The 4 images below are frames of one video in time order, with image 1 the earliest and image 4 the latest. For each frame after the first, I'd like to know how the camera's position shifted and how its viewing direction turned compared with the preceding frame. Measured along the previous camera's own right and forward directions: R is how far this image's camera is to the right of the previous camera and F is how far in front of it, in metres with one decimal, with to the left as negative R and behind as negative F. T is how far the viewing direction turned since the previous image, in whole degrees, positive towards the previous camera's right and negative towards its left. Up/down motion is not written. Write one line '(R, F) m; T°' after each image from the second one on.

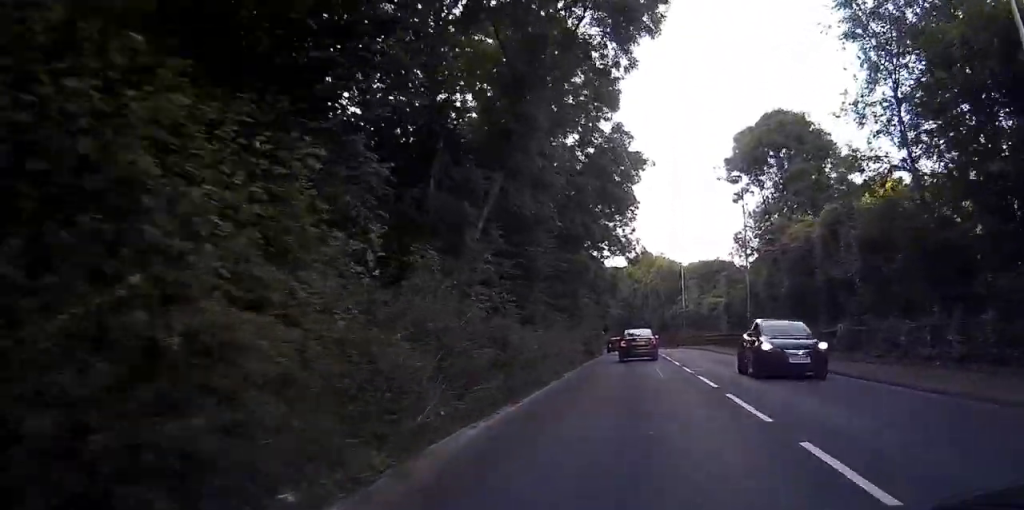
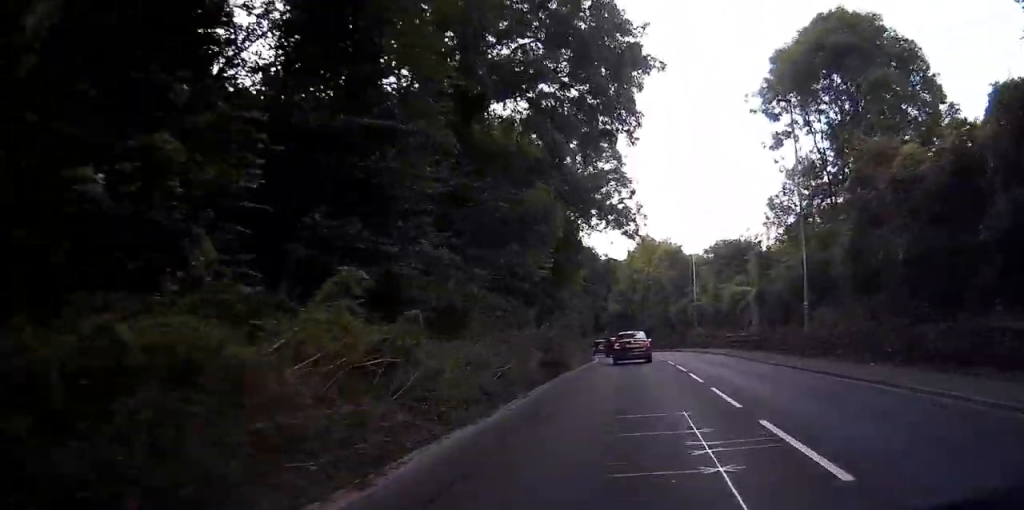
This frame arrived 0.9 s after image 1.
(-0.1, +16.0) m; 0°
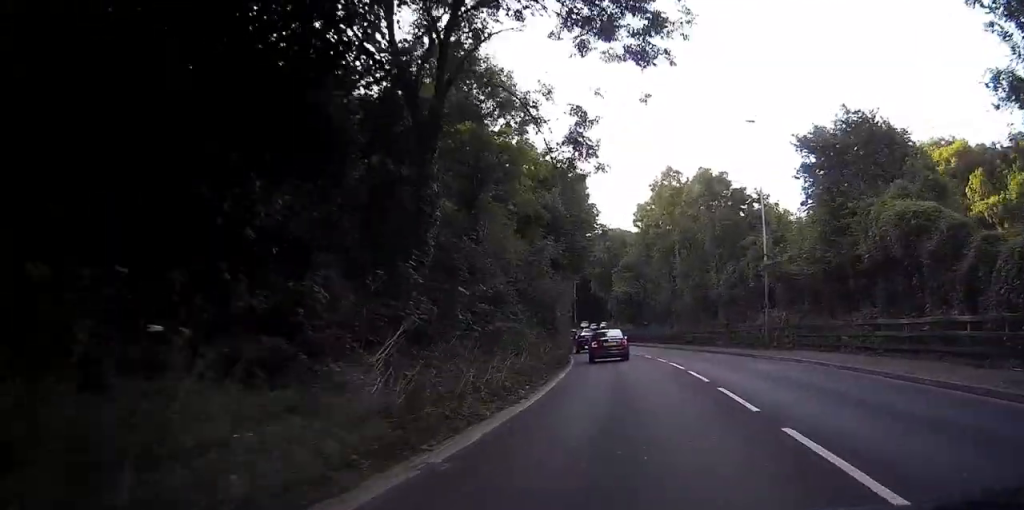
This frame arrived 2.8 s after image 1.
(+0.1, +31.1) m; +1°
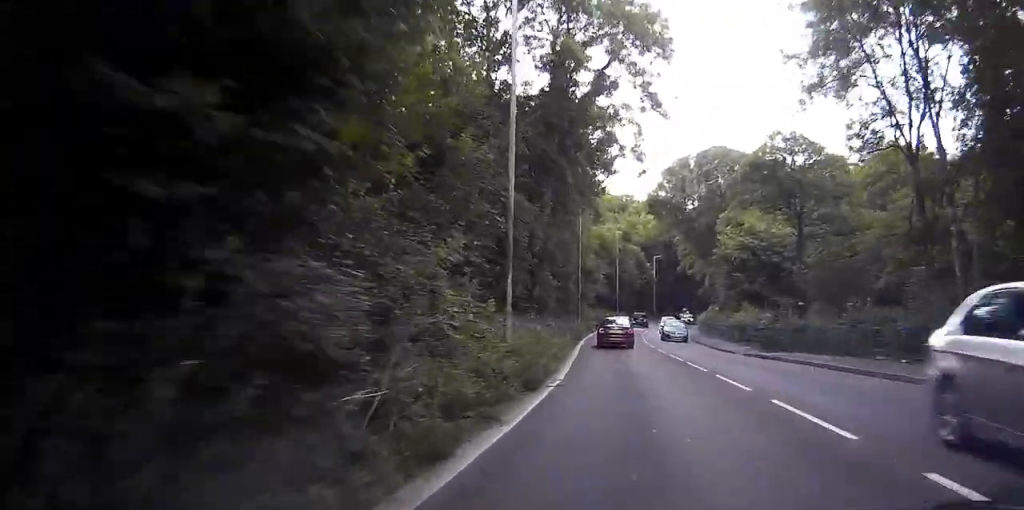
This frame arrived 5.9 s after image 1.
(-0.7, +51.1) m; -3°
